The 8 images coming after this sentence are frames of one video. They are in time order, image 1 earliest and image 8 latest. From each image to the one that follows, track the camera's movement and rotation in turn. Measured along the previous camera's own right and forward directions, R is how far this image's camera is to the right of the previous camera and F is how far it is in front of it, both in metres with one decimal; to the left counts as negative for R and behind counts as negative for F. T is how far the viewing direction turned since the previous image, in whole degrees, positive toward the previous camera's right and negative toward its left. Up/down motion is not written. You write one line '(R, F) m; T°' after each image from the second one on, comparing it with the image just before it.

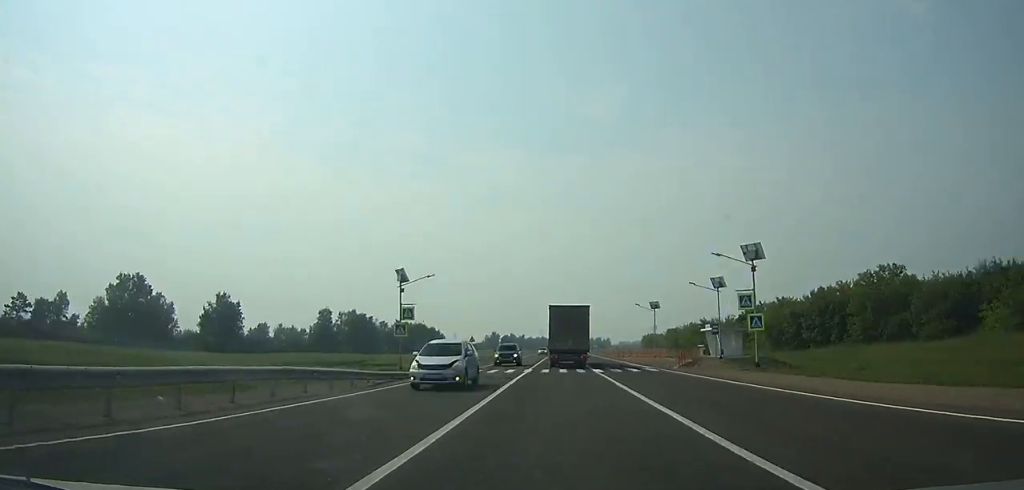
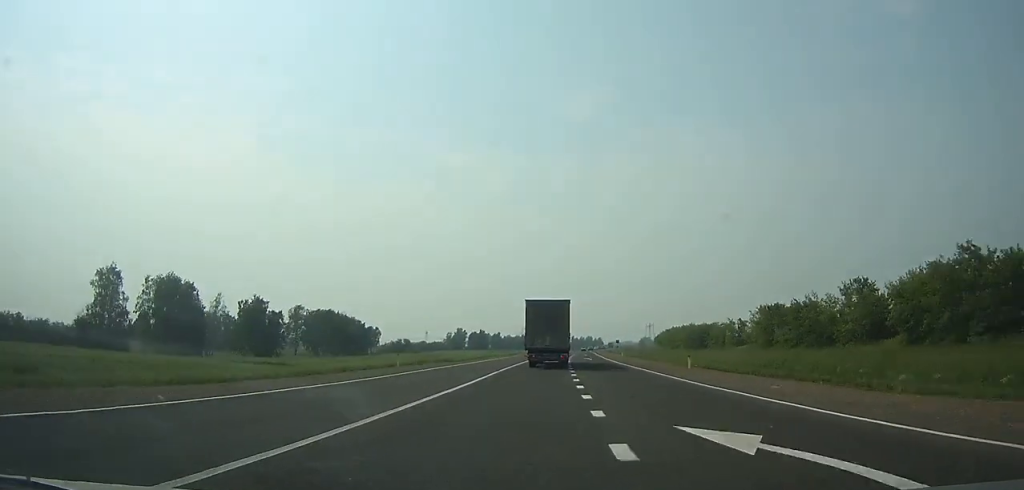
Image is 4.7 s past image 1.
(+1.4, +108.2) m; +1°
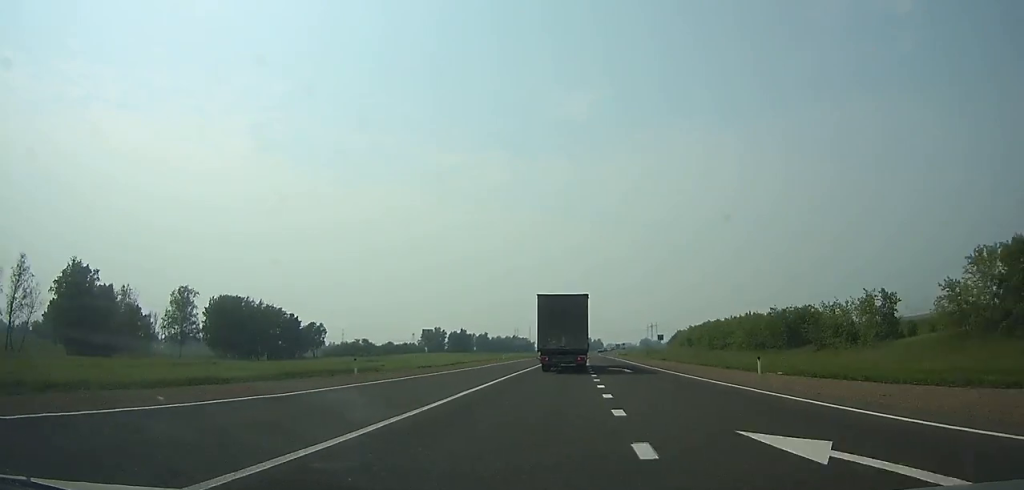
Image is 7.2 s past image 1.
(+0.3, +60.0) m; +1°
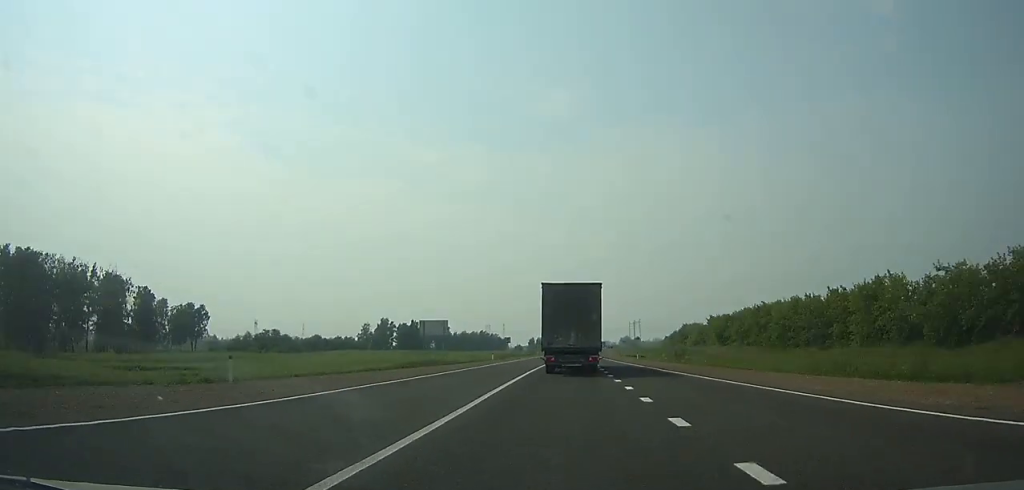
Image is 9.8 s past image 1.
(+0.5, +61.3) m; +2°
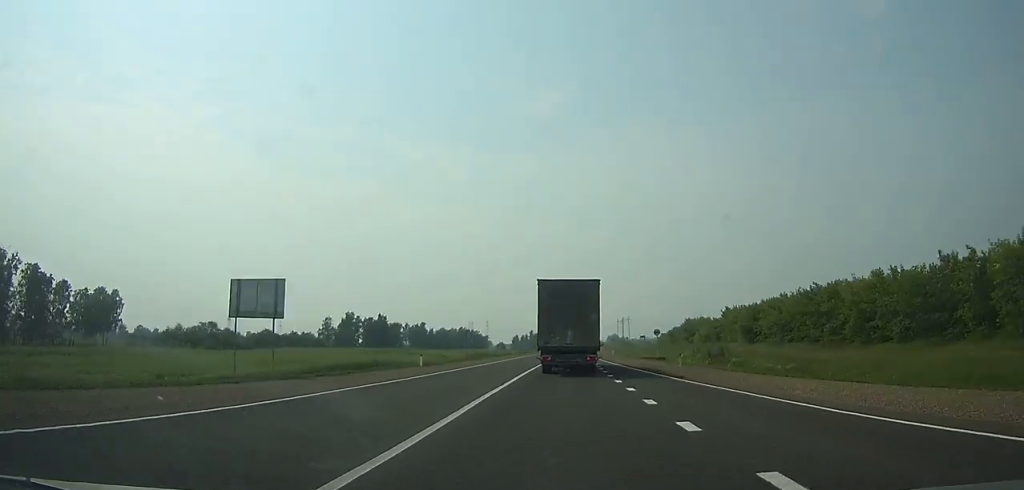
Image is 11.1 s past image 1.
(+0.6, +29.2) m; +1°
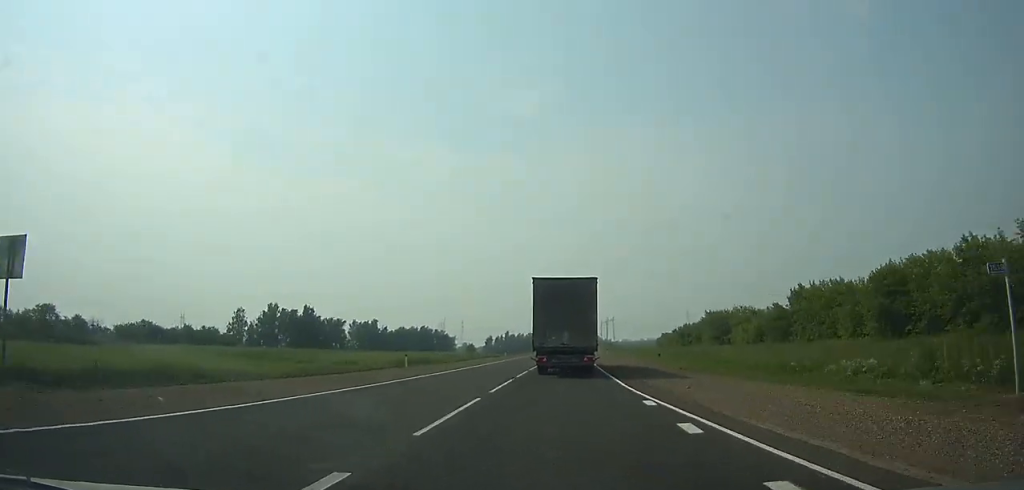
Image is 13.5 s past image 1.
(+0.9, +52.5) m; +2°
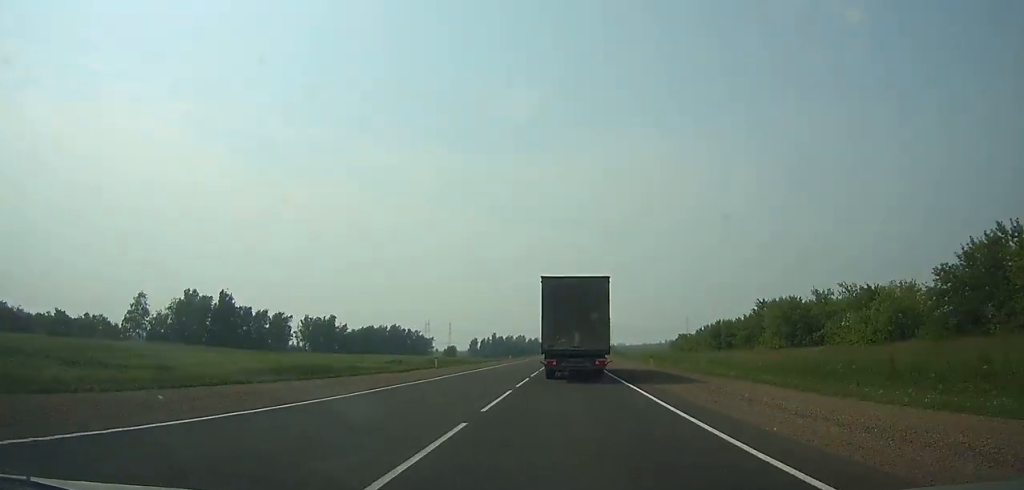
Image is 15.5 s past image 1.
(+0.4, +42.1) m; +1°
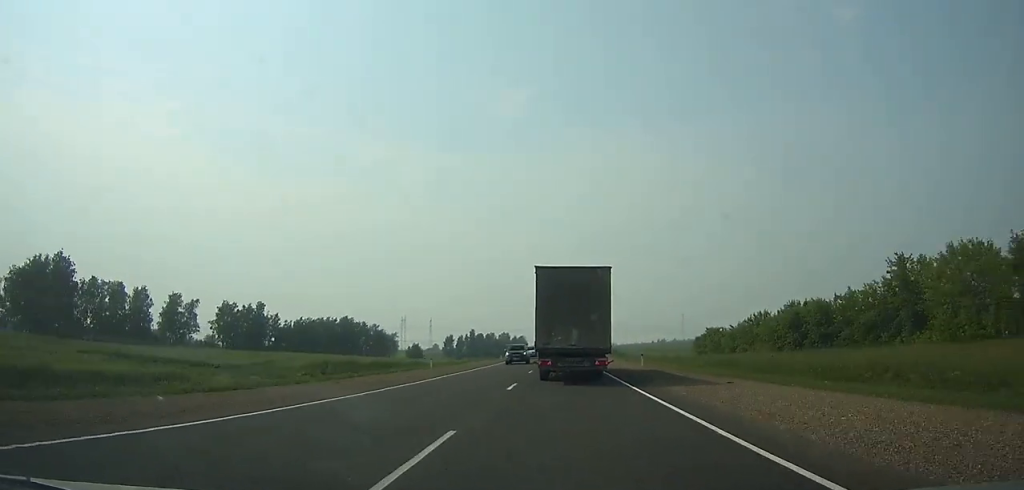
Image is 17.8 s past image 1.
(+0.4, +46.5) m; +1°
